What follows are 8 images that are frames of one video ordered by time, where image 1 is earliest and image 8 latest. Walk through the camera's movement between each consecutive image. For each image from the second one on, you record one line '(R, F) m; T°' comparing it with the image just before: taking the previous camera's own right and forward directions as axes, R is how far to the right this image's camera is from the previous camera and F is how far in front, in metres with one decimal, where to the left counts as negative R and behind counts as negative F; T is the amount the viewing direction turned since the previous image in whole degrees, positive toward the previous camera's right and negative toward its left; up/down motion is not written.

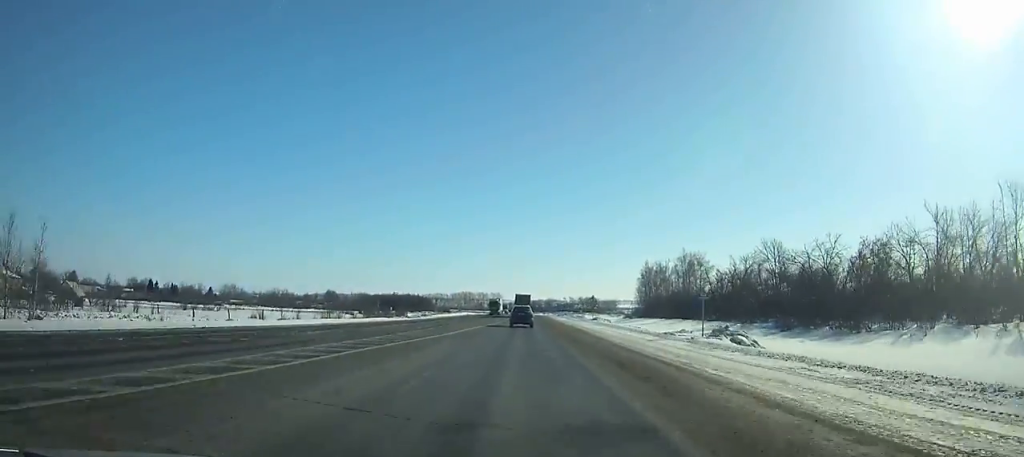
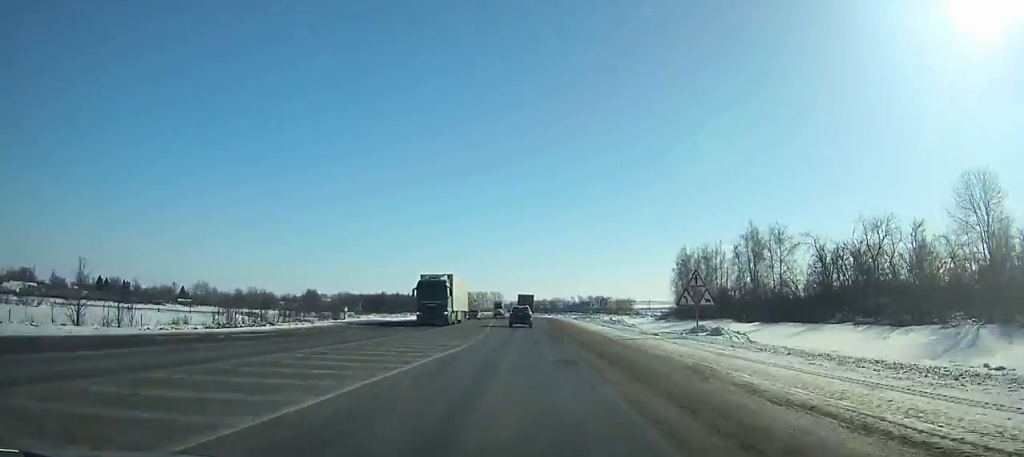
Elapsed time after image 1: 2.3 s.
(0.0, +48.7) m; 0°
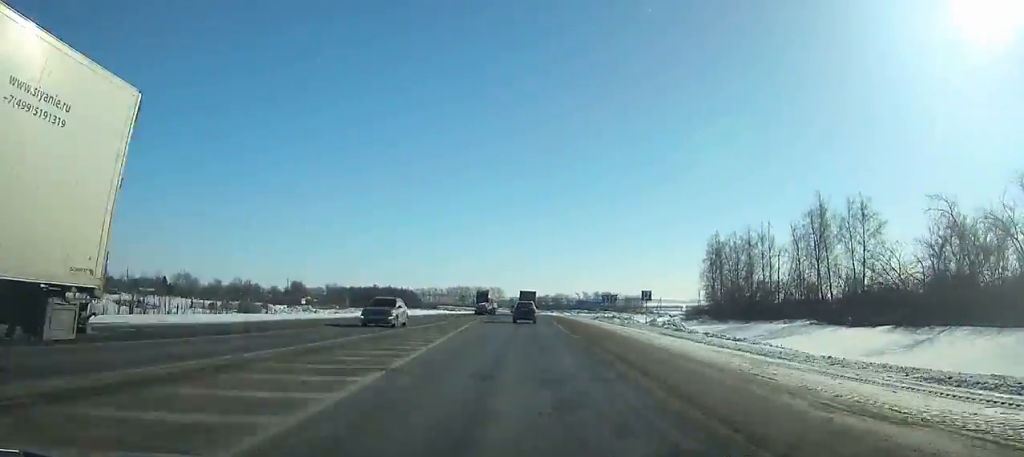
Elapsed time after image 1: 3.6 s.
(-0.1, +27.6) m; 0°
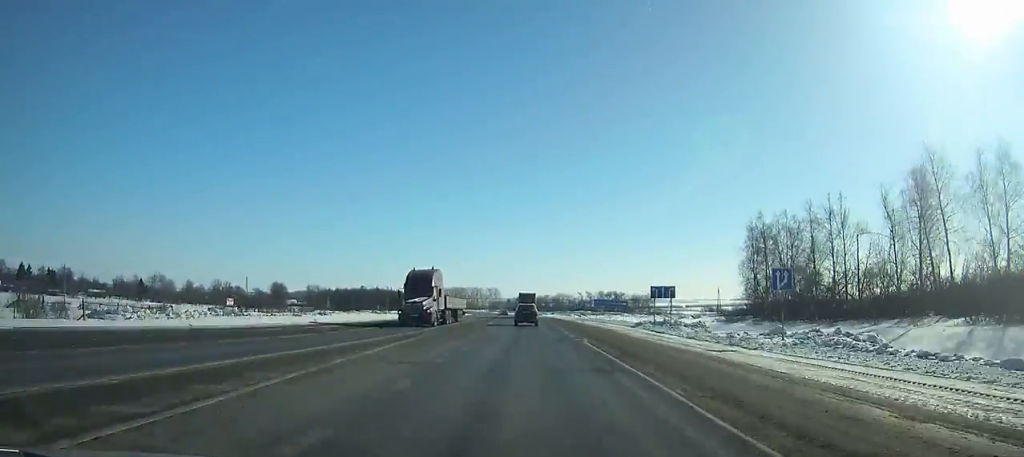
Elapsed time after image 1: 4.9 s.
(-0.1, +27.6) m; 0°
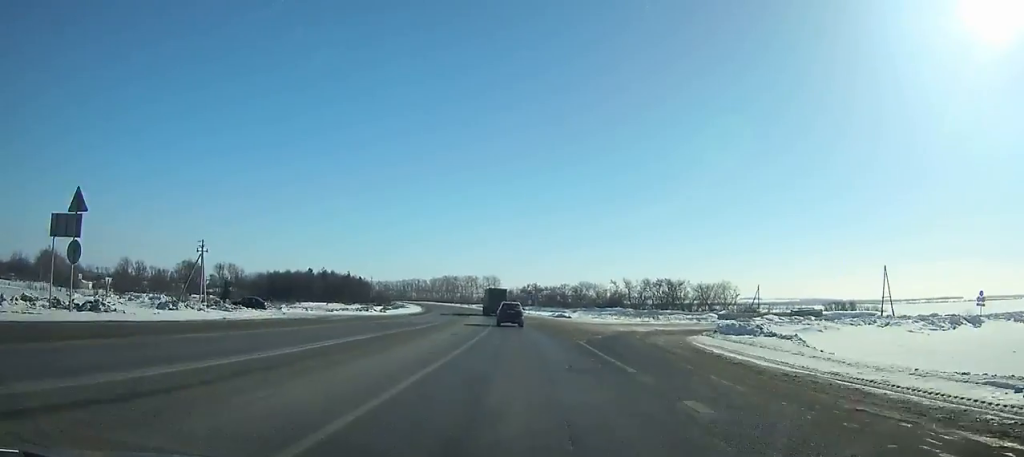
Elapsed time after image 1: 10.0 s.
(0.0, +107.6) m; -2°
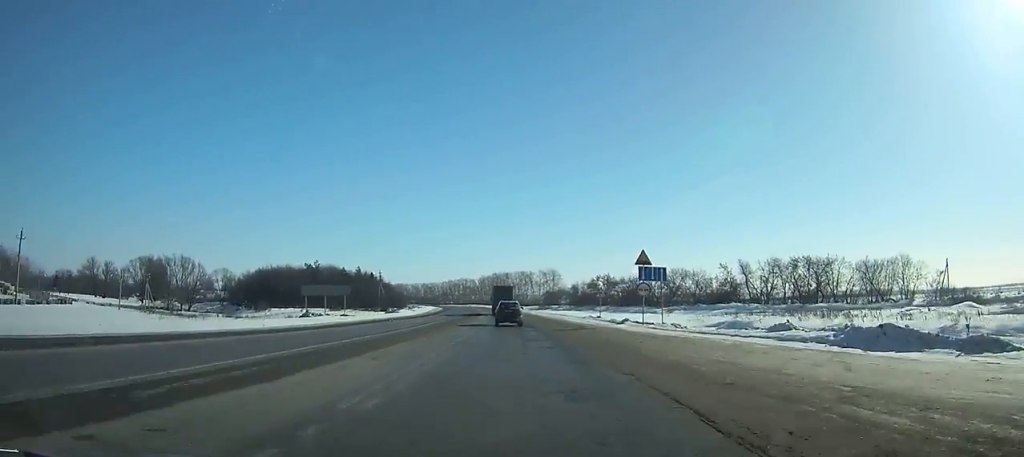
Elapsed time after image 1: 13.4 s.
(-2.1, +71.2) m; -4°
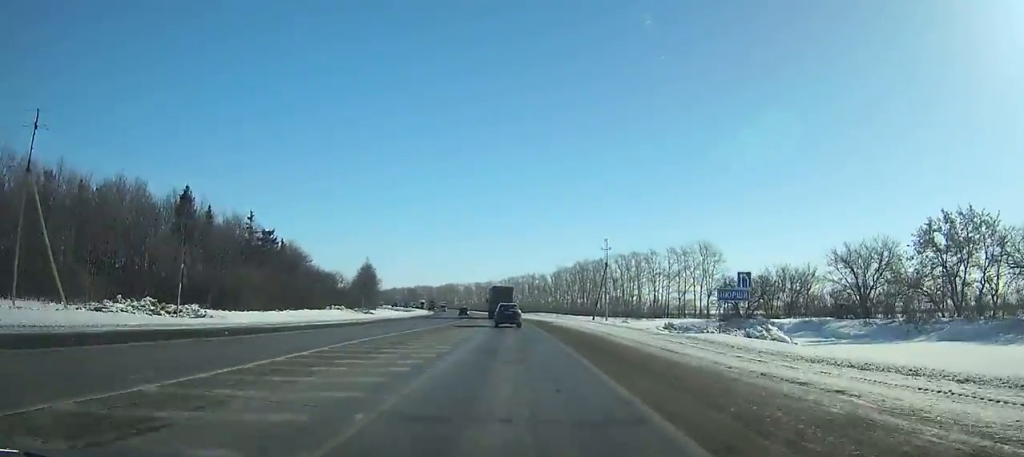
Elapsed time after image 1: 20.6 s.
(-11.7, +148.4) m; -8°
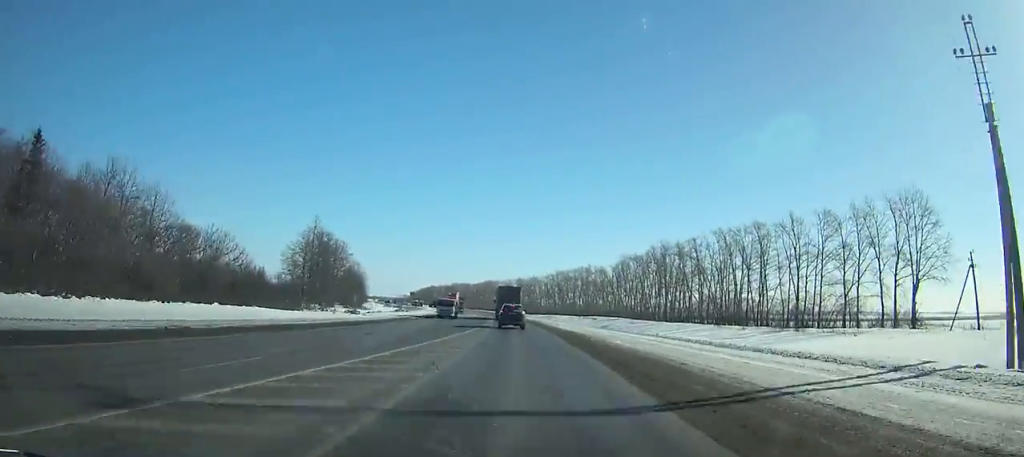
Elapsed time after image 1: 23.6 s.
(-1.6, +61.9) m; -3°
